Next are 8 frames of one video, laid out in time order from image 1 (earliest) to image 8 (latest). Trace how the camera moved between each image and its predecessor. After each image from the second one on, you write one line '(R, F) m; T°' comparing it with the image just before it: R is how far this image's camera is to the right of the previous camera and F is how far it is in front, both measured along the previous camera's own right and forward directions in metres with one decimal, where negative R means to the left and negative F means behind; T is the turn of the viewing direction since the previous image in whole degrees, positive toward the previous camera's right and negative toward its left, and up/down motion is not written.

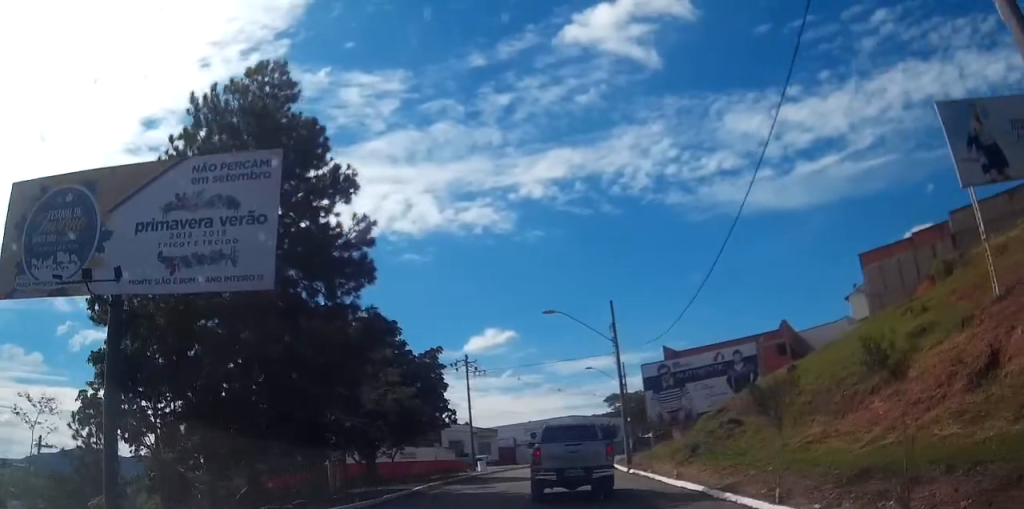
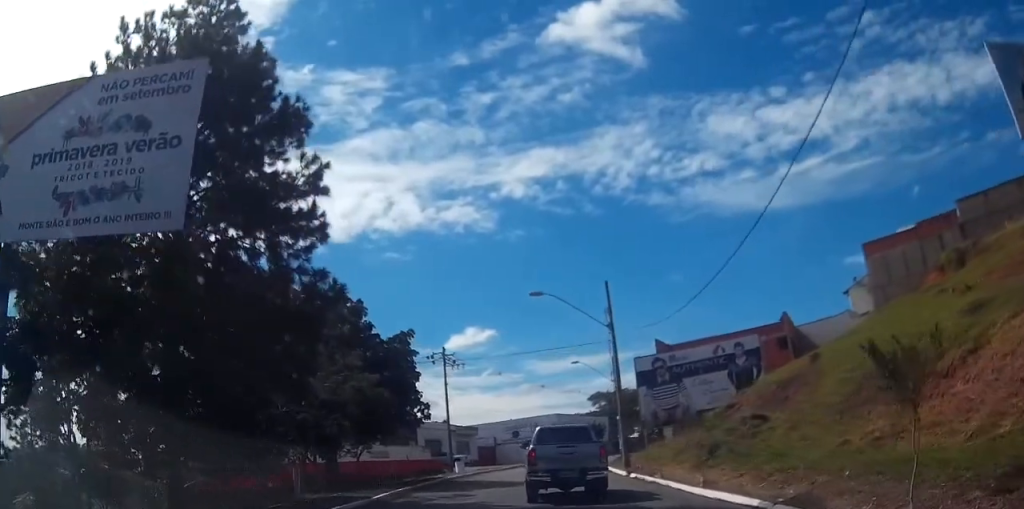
(-0.1, +4.6) m; -1°
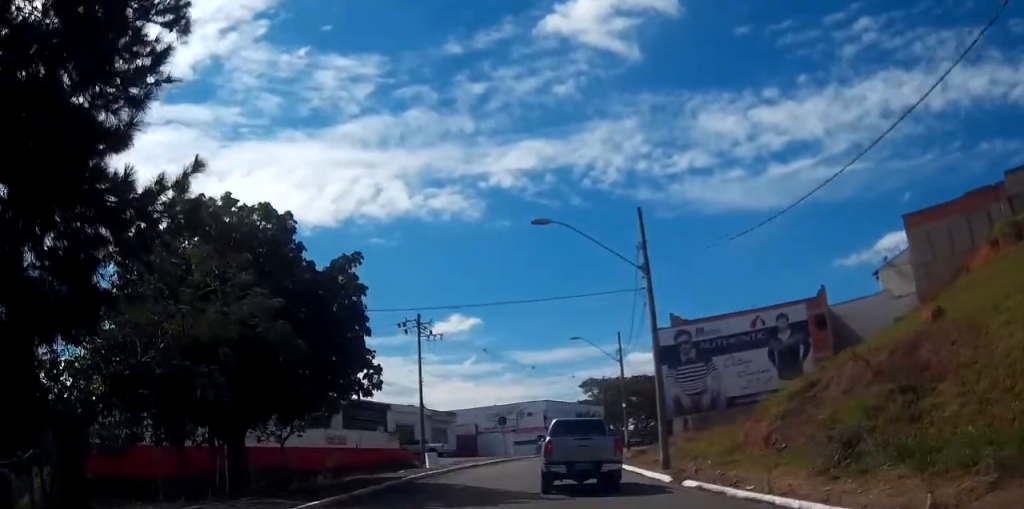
(+0.2, +9.7) m; +4°
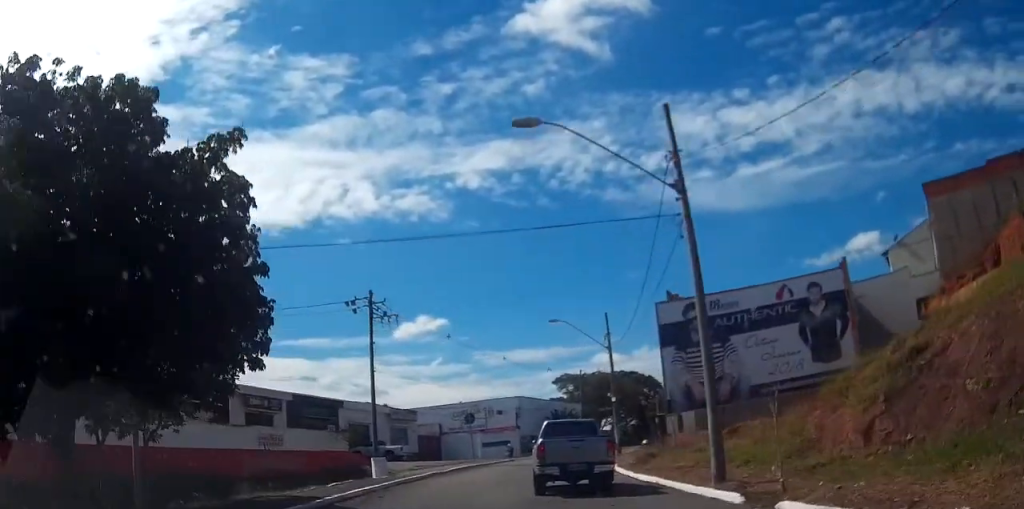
(+0.1, +7.6) m; +4°
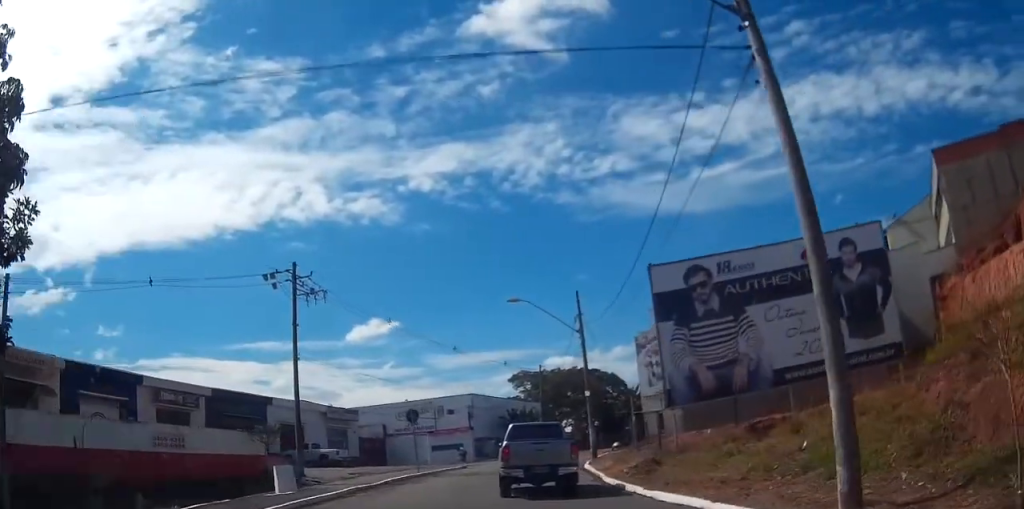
(+0.3, +7.4) m; +4°
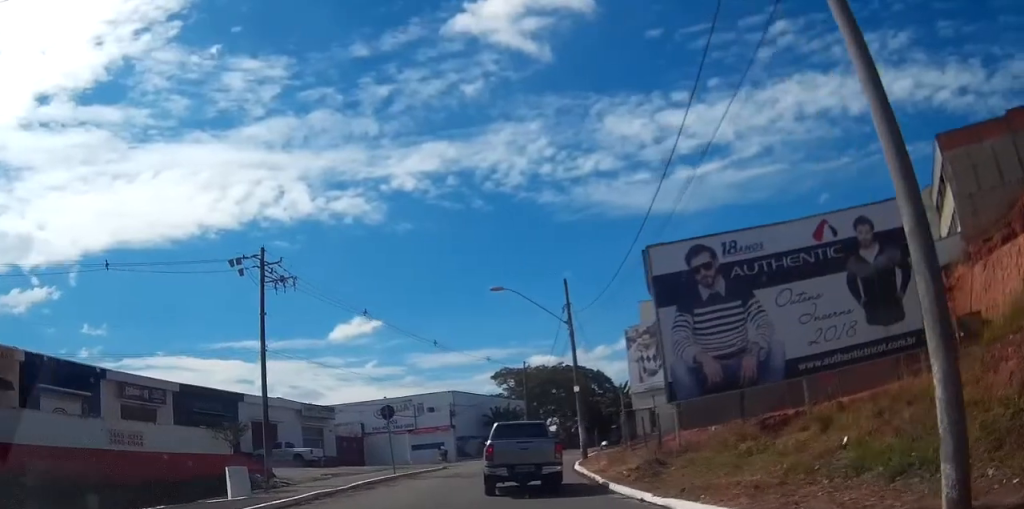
(0.0, +2.6) m; +1°
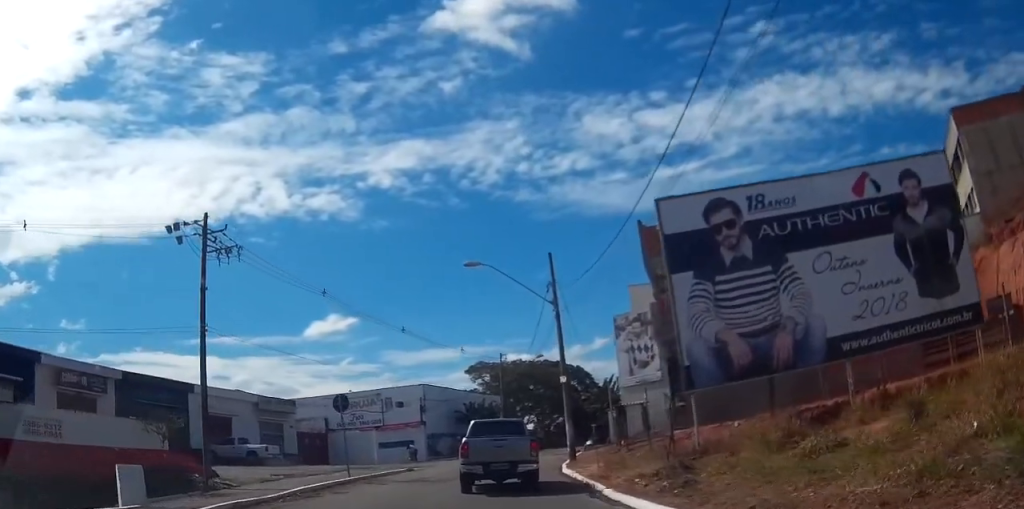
(+0.1, +4.6) m; +1°
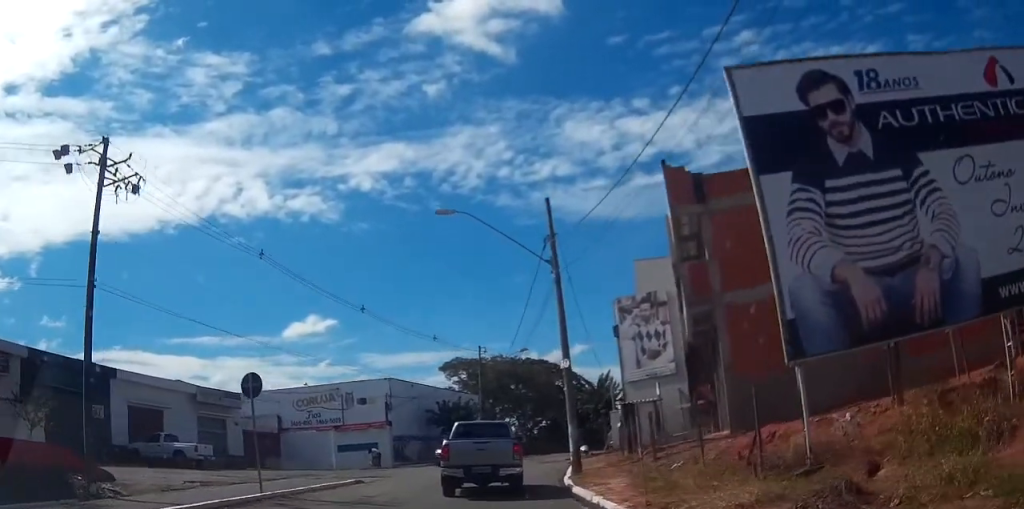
(0.0, +7.5) m; +1°
